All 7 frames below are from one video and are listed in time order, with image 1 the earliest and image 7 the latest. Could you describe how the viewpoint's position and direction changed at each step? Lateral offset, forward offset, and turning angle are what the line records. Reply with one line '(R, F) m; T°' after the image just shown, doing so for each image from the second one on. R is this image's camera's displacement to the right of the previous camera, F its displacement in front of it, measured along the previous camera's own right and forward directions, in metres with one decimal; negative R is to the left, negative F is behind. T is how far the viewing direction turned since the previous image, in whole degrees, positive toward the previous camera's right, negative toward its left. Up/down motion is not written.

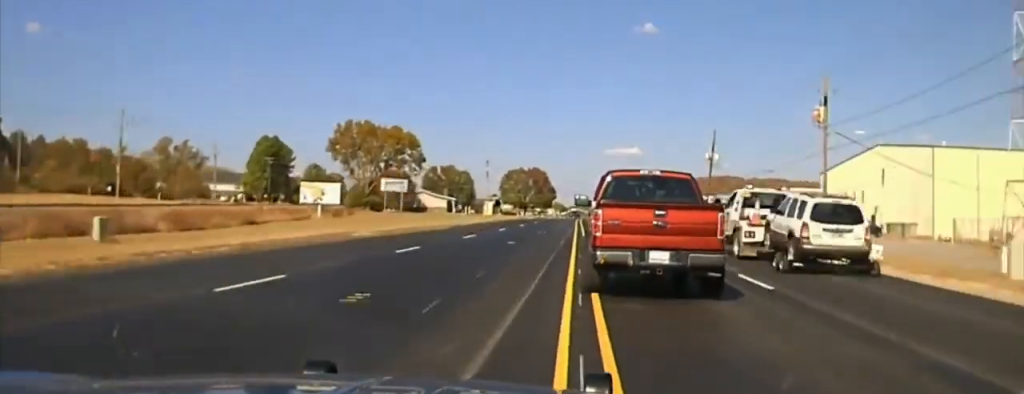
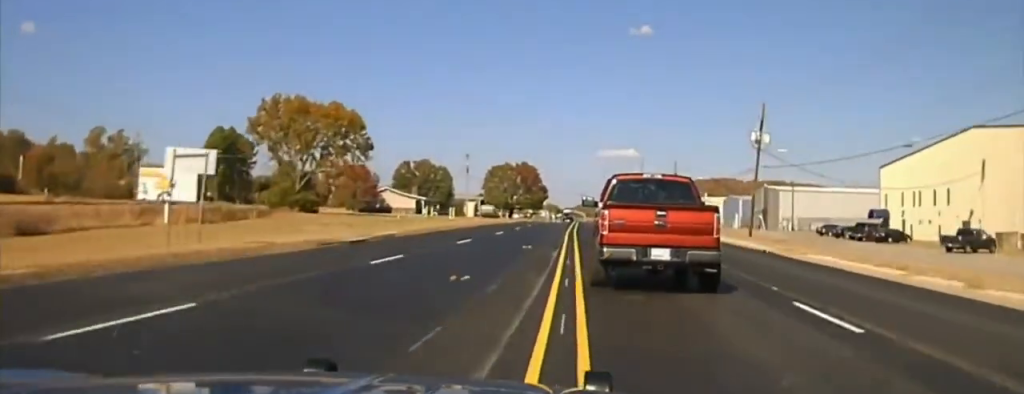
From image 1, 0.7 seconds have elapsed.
(+0.1, +30.5) m; 0°
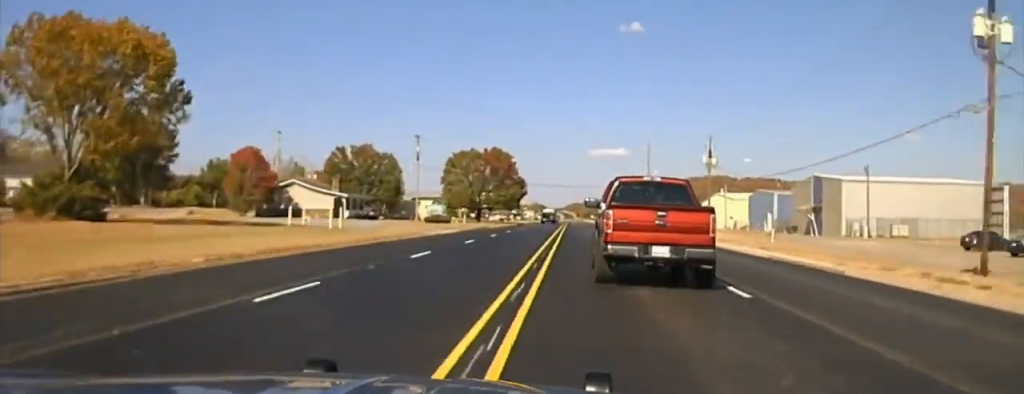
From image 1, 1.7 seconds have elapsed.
(+0.1, +48.3) m; 0°
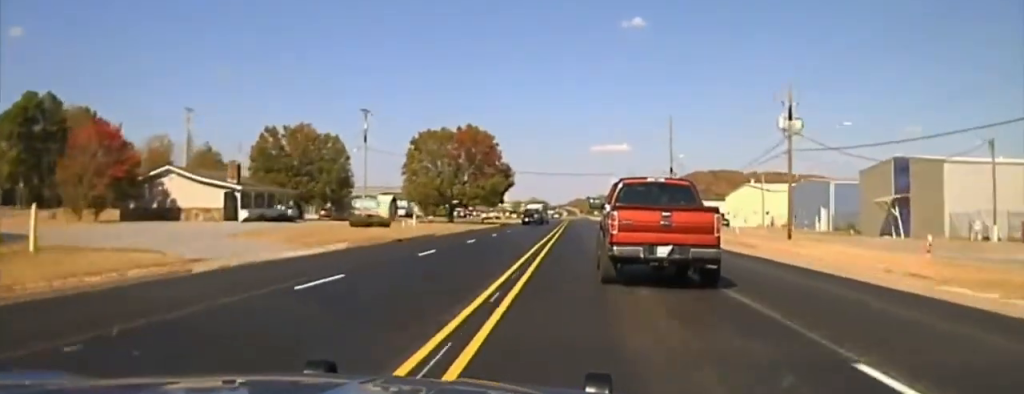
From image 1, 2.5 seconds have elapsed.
(+0.1, +39.3) m; 0°
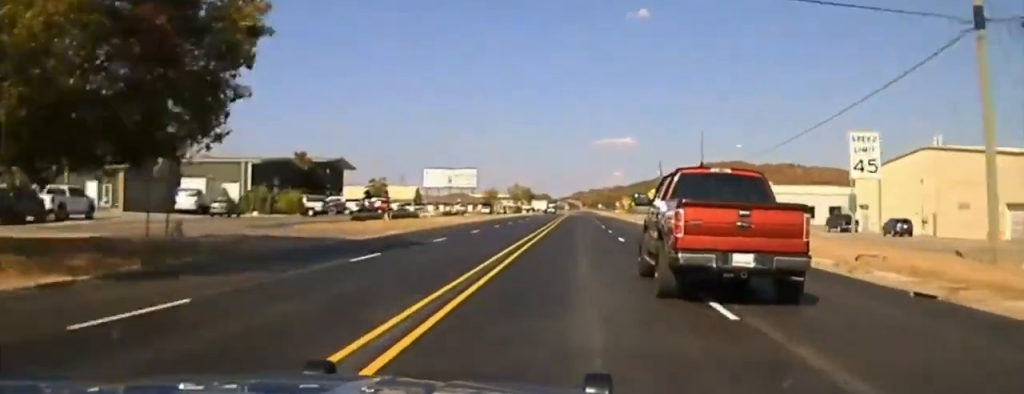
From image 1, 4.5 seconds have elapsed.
(-0.4, +88.4) m; 0°
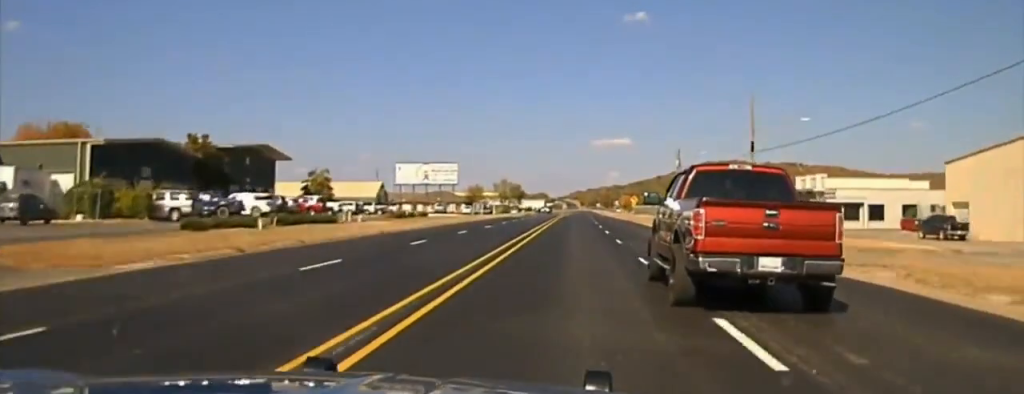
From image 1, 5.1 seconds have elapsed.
(+0.1, +24.3) m; 0°
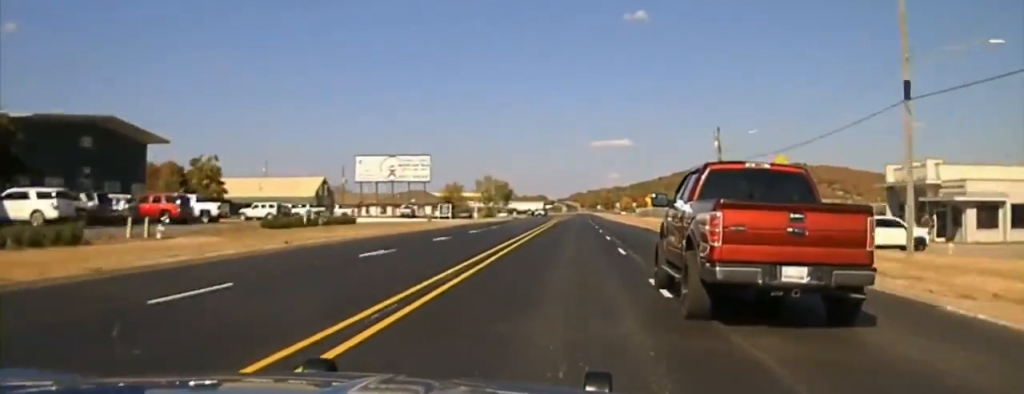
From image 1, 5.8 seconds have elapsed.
(0.0, +27.3) m; 0°
